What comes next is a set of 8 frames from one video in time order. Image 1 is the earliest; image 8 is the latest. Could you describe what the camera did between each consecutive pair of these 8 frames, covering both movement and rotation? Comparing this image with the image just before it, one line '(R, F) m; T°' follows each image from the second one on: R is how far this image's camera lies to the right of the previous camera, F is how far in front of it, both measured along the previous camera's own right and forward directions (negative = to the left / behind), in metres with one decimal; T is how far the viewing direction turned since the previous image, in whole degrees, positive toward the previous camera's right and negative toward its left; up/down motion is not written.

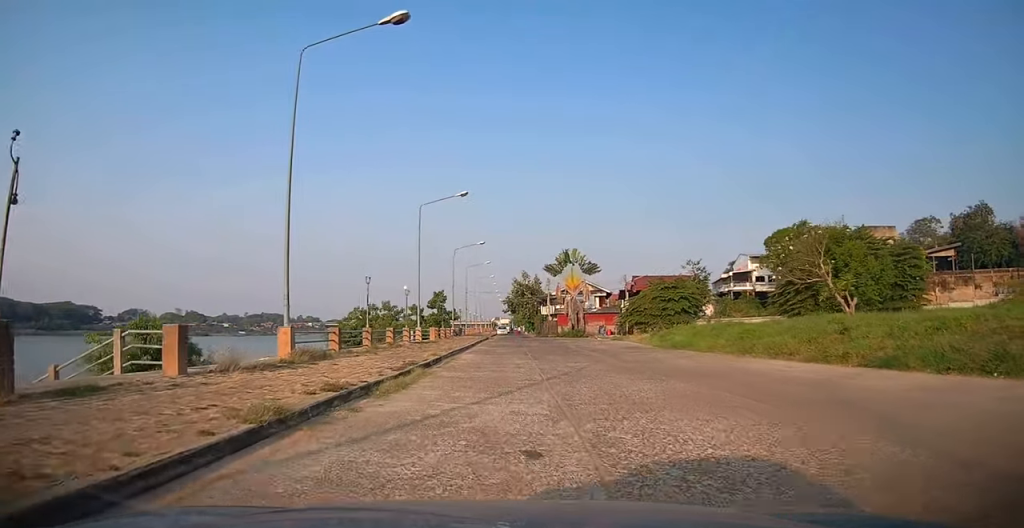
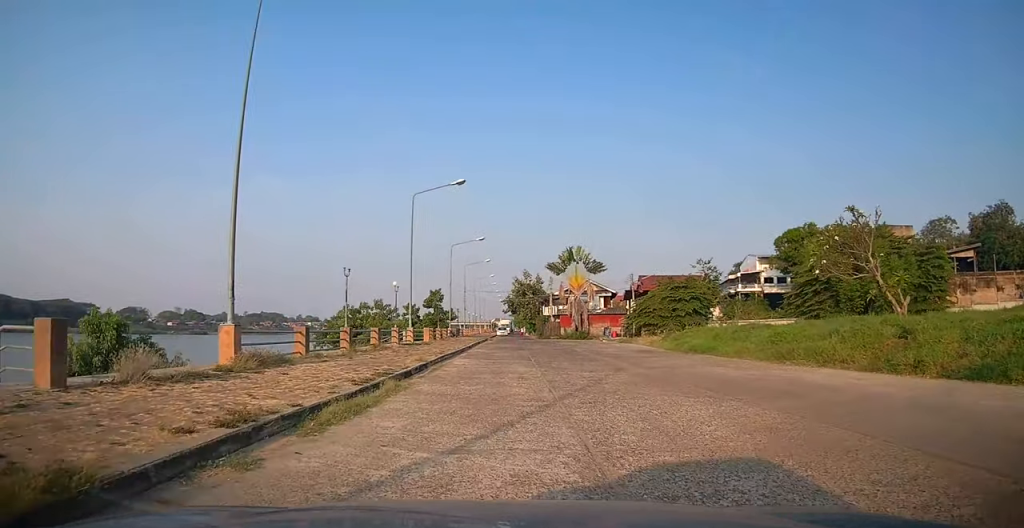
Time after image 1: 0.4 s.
(+0.1, +3.5) m; 0°
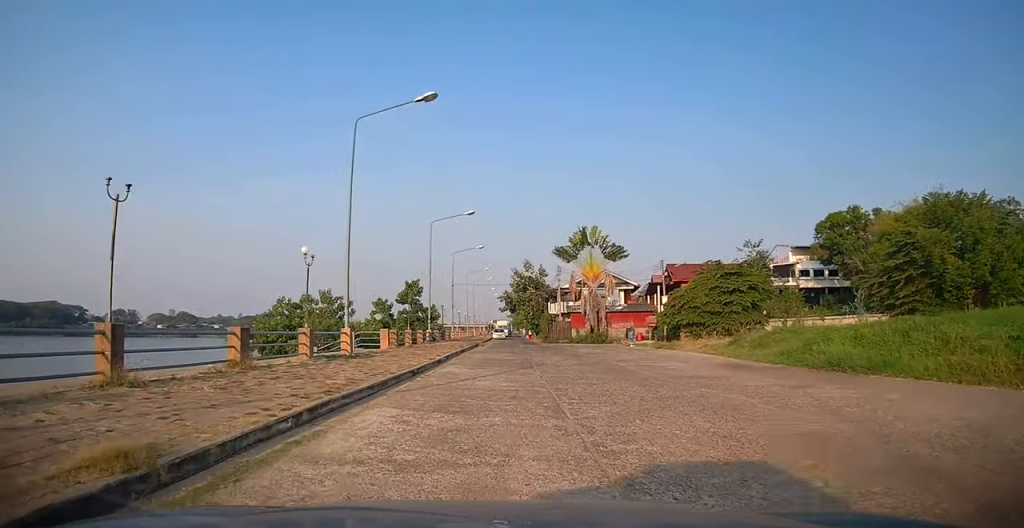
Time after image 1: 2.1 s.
(+0.2, +13.6) m; +1°
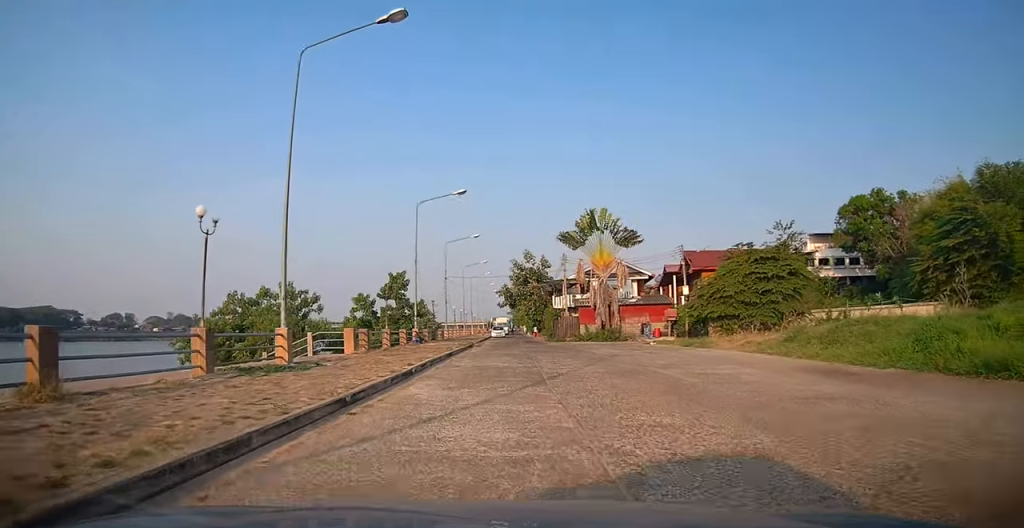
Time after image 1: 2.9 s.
(0.0, +6.4) m; 0°
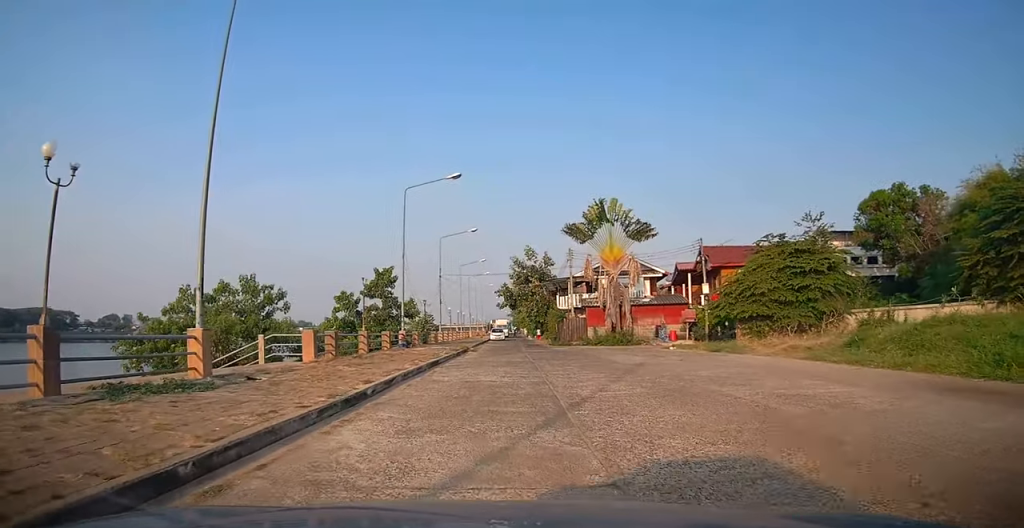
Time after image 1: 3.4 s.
(-0.2, +4.7) m; -1°
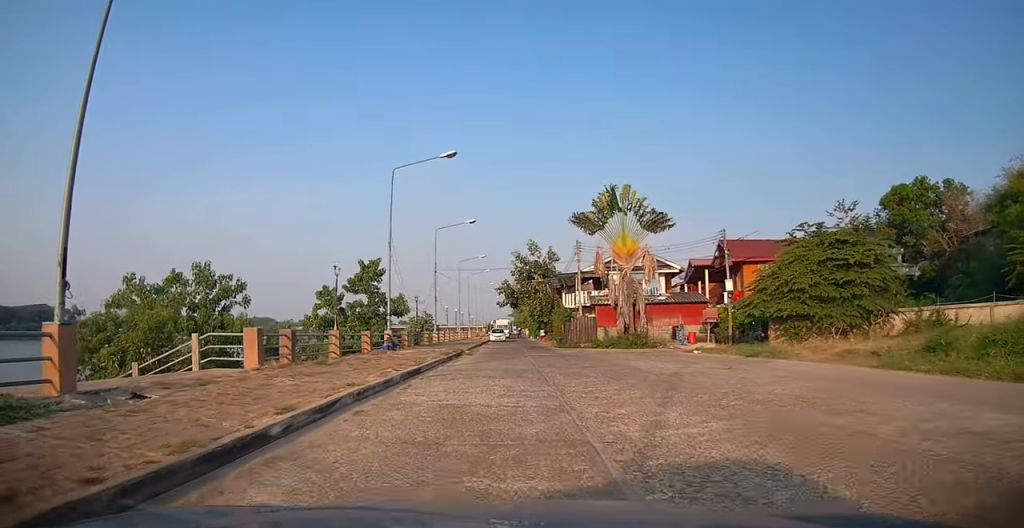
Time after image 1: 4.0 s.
(+0.1, +4.2) m; 0°
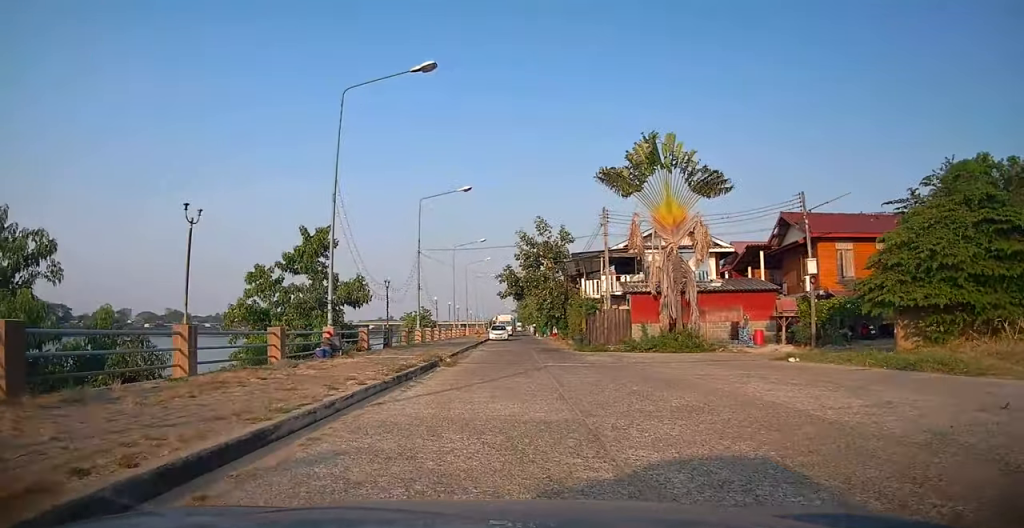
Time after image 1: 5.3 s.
(0.0, +10.1) m; 0°
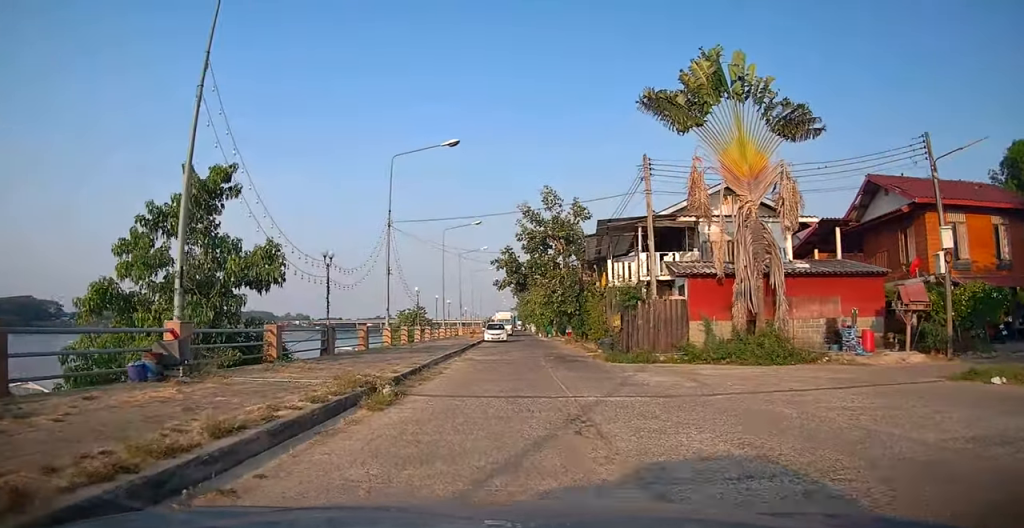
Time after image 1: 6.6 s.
(0.0, +9.4) m; +1°
